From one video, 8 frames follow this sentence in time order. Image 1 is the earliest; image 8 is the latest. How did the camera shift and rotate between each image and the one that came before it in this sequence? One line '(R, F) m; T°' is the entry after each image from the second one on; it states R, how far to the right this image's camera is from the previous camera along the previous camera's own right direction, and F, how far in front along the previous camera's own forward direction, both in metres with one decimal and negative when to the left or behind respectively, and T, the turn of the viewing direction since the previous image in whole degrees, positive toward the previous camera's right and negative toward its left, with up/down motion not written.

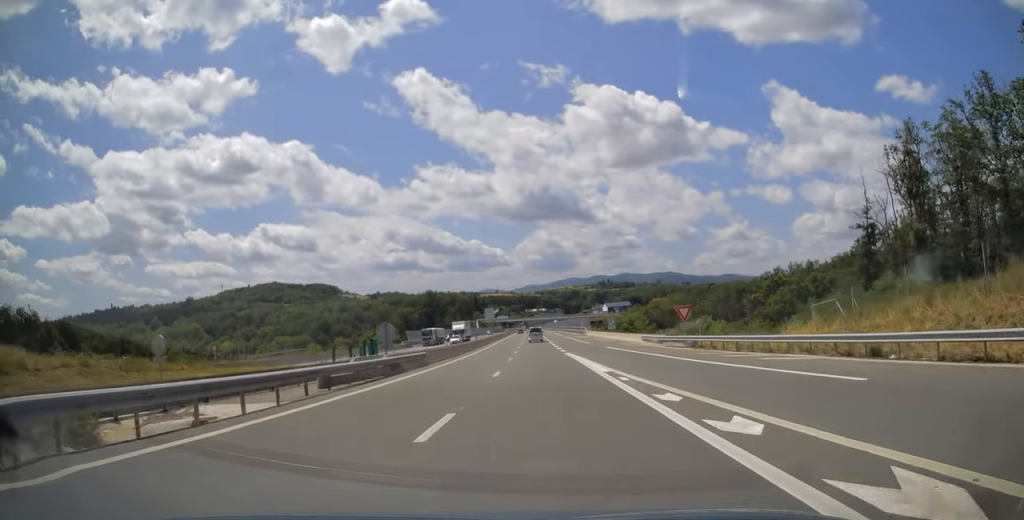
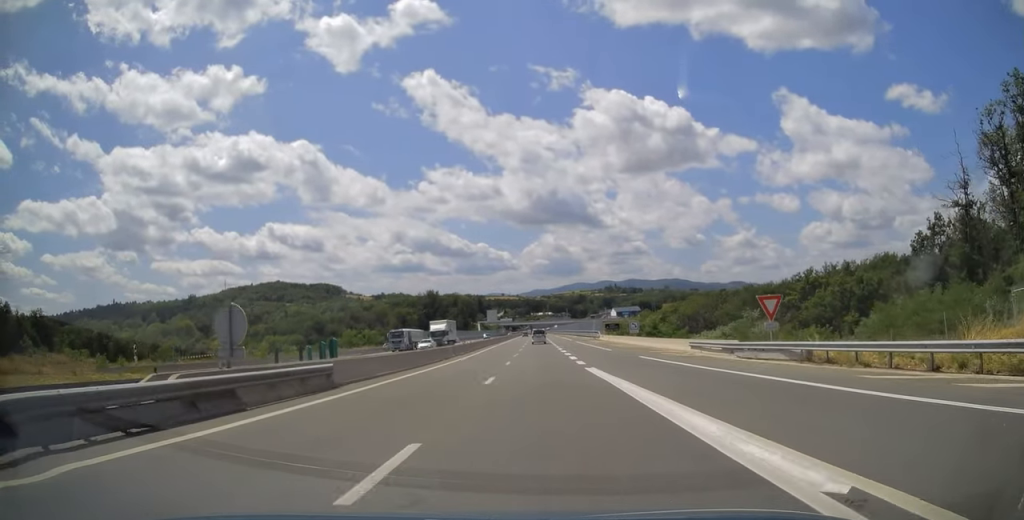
(-0.2, +16.5) m; -1°
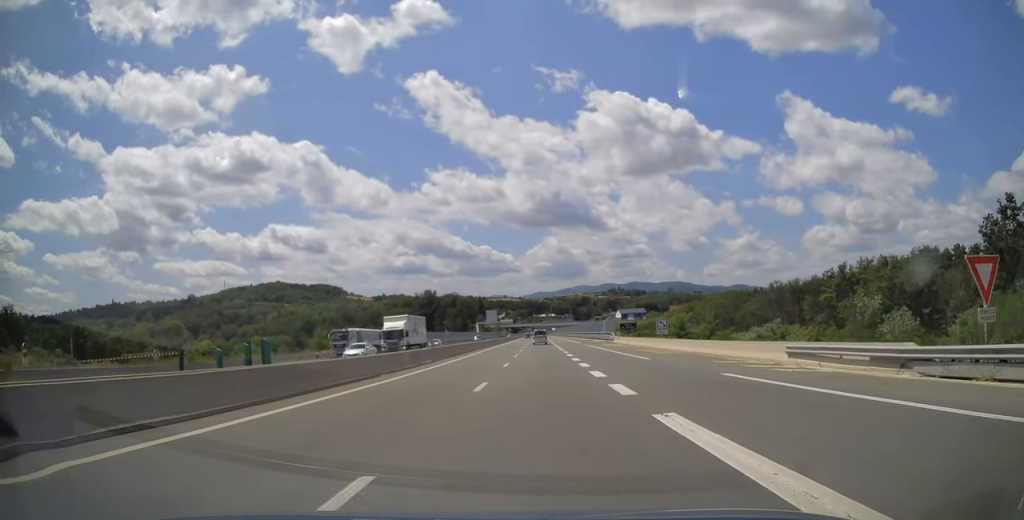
(-0.1, +15.4) m; -1°
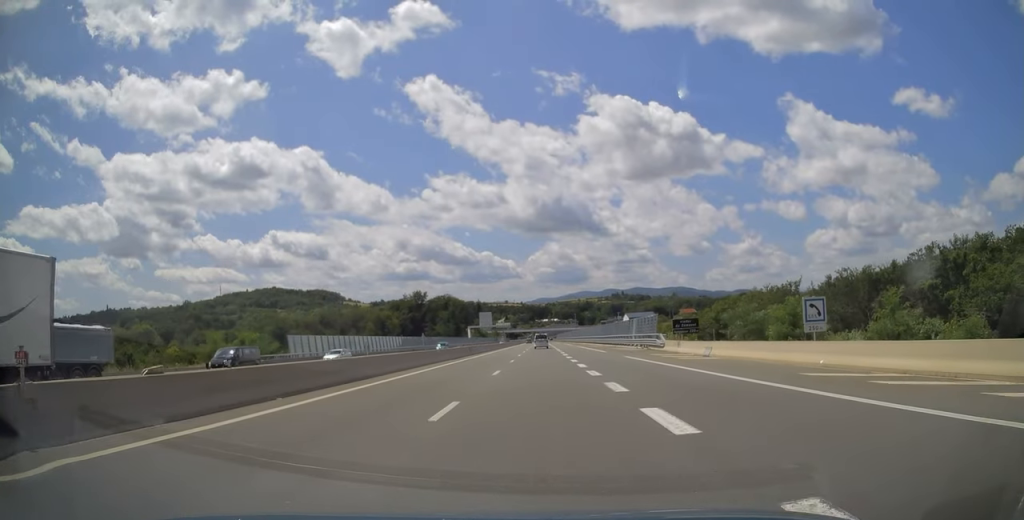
(-0.4, +32.1) m; -1°
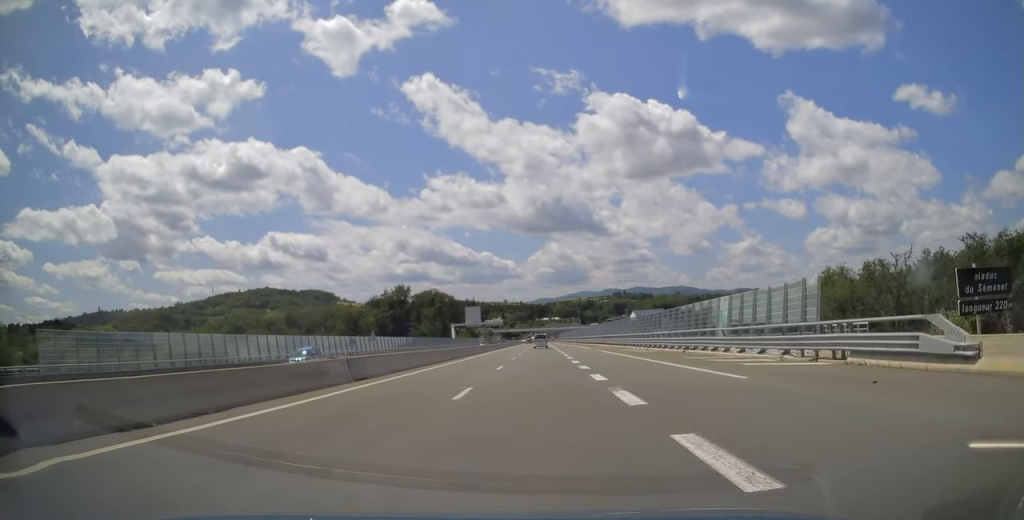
(0.0, +35.7) m; 0°
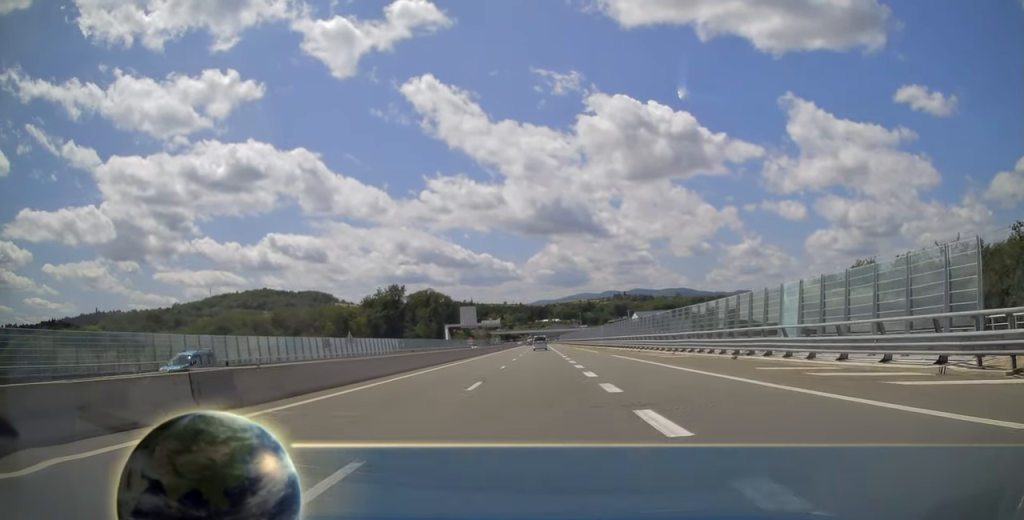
(0.0, +10.2) m; 0°
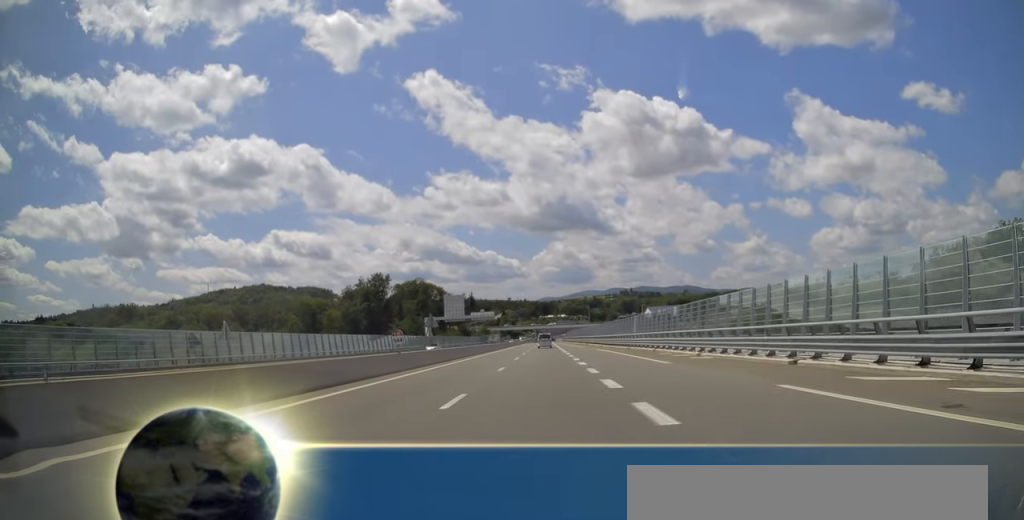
(0.0, +31.6) m; 0°
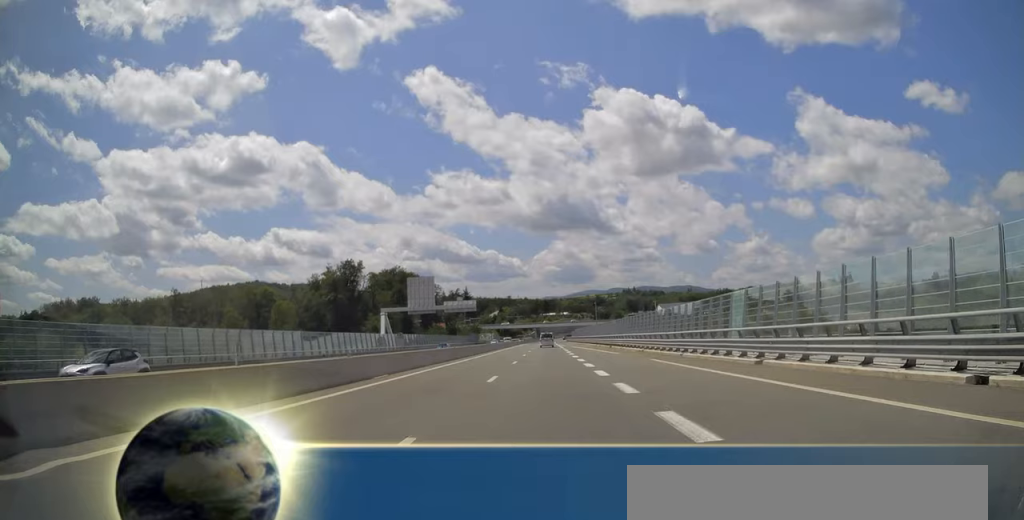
(0.0, +34.3) m; 0°
